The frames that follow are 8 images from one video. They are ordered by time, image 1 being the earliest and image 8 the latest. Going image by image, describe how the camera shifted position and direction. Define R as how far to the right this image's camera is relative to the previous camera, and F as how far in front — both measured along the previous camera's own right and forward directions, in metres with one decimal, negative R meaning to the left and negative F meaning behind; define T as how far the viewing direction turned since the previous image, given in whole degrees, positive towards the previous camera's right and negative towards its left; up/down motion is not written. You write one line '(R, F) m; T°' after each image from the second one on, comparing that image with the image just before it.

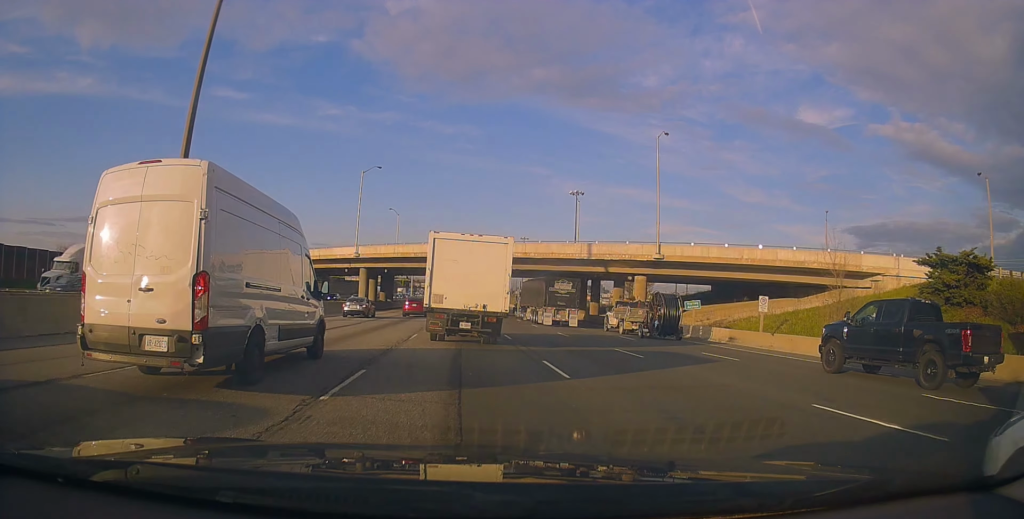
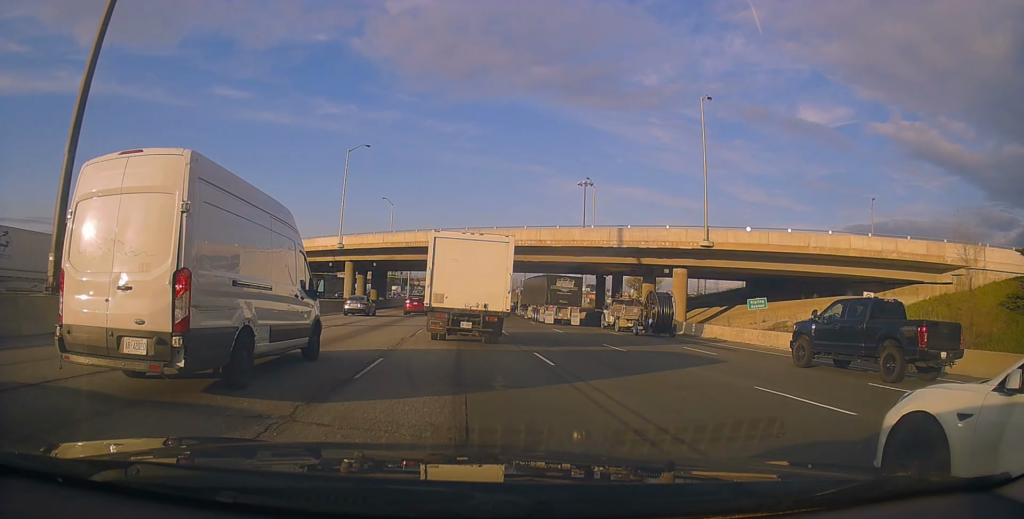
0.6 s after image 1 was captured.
(+0.3, +9.7) m; -1°
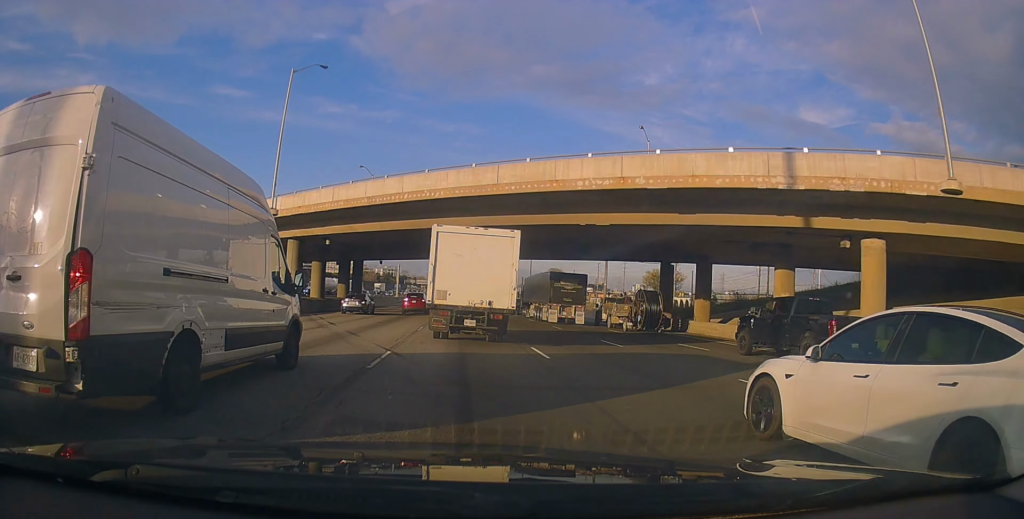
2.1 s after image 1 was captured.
(-0.5, +22.7) m; 0°
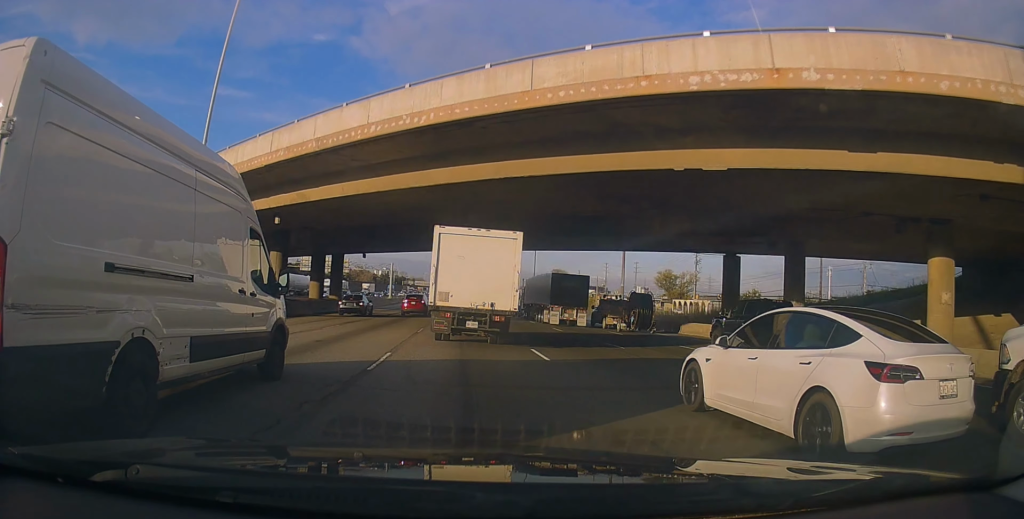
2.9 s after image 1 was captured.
(+0.4, +12.0) m; 0°
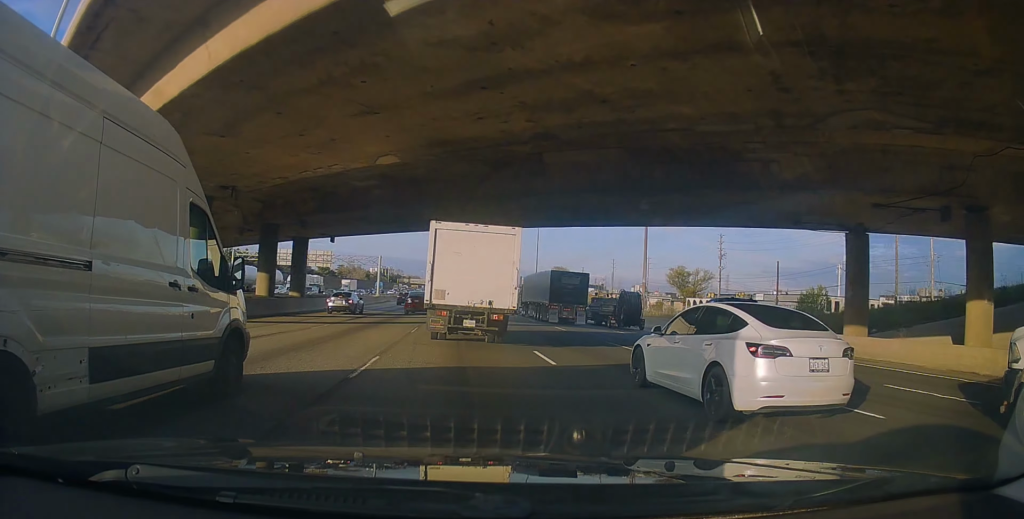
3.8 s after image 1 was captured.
(-0.7, +13.4) m; -1°
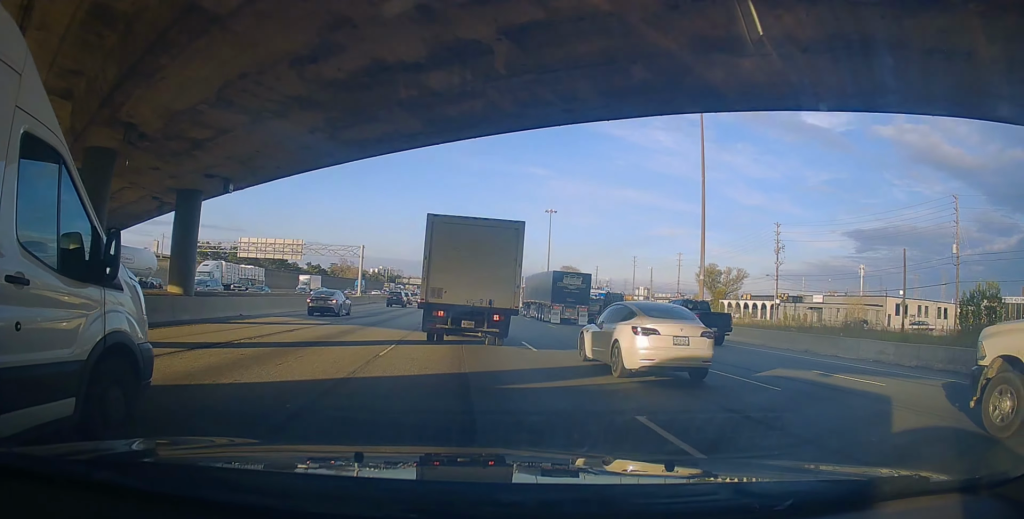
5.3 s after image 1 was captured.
(+0.8, +21.3) m; +1°
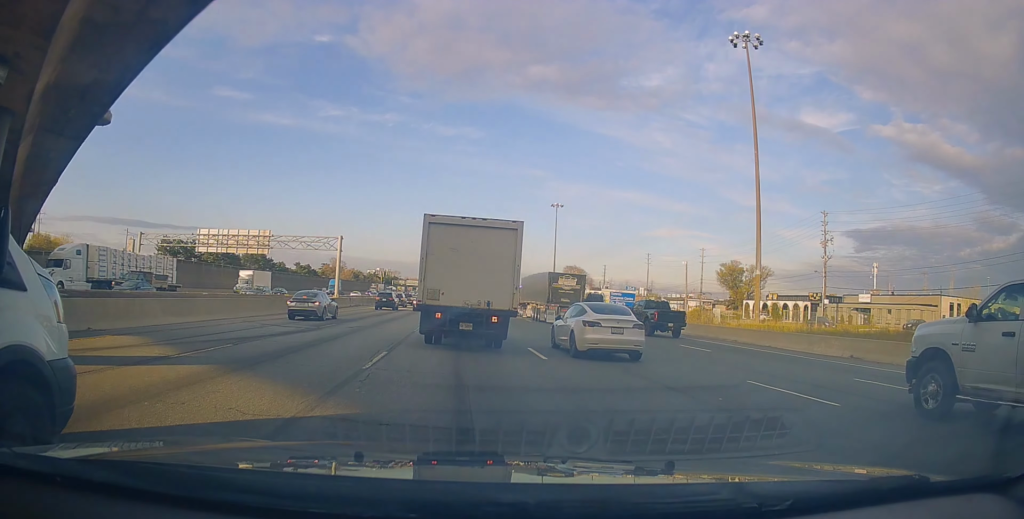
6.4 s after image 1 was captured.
(-0.3, +14.9) m; -2°
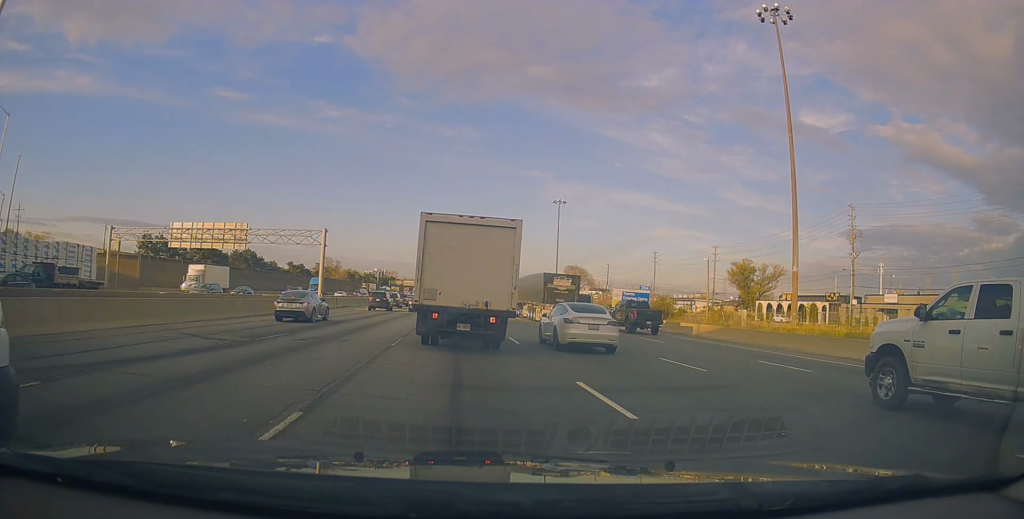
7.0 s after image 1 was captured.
(-0.1, +7.2) m; 0°
